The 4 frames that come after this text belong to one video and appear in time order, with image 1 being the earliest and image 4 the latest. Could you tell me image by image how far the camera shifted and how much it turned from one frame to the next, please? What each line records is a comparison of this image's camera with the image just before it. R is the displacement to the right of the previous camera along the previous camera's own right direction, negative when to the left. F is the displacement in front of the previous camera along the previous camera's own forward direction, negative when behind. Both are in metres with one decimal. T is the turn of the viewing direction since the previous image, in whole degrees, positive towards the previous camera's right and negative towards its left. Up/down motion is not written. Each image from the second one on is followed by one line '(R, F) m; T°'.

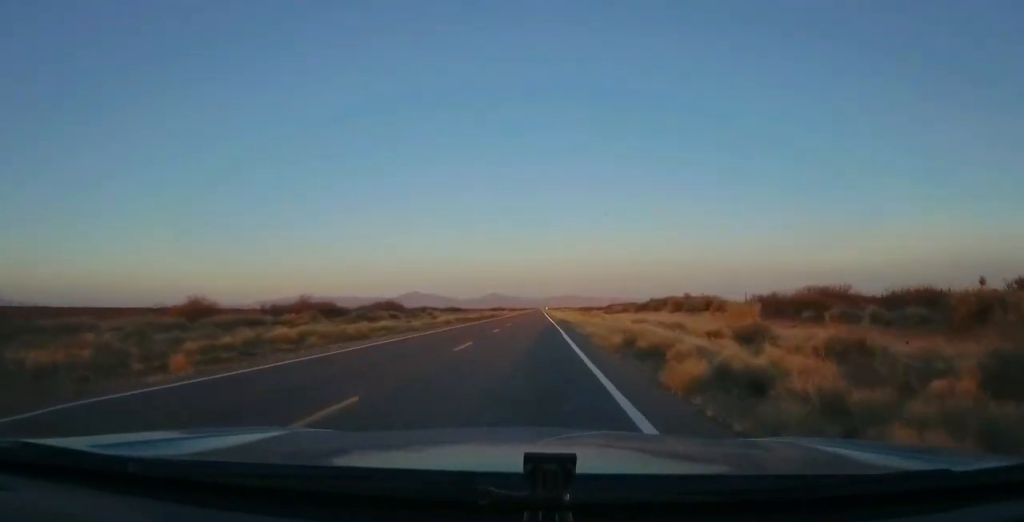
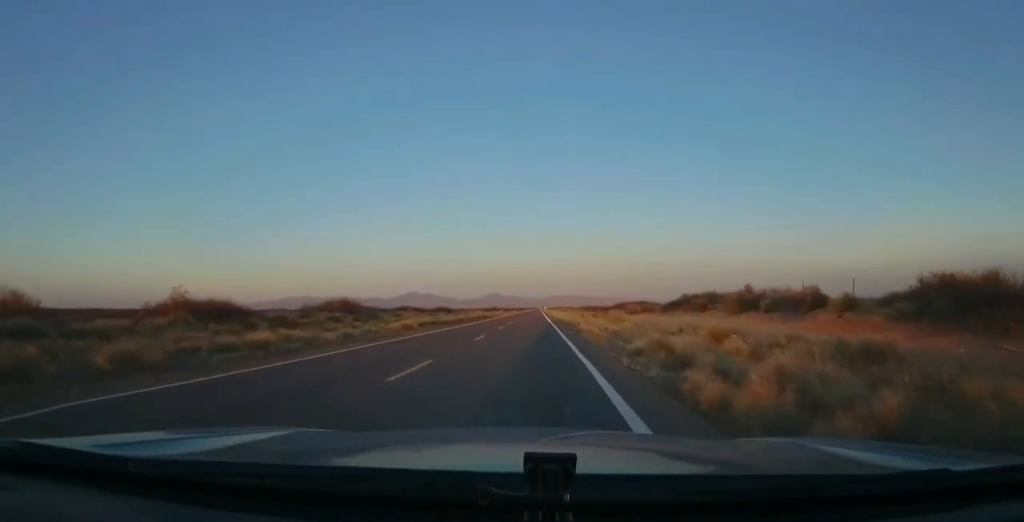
(0.0, +18.5) m; 0°
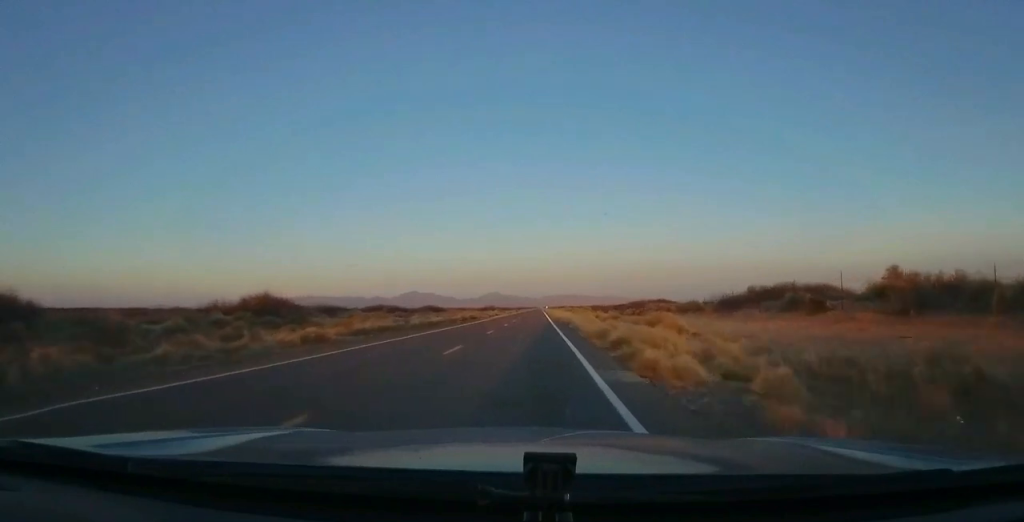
(0.0, +18.5) m; 0°
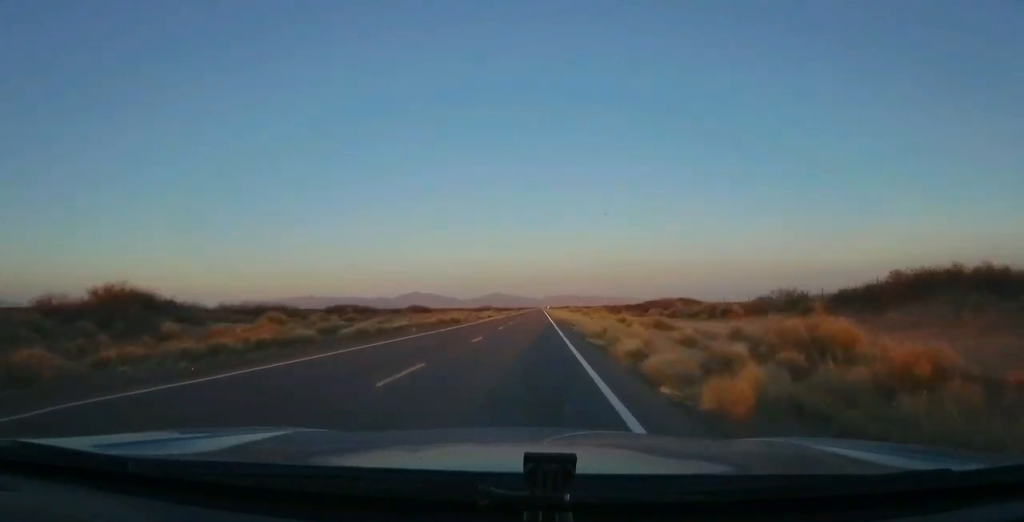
(0.0, +17.5) m; 0°
